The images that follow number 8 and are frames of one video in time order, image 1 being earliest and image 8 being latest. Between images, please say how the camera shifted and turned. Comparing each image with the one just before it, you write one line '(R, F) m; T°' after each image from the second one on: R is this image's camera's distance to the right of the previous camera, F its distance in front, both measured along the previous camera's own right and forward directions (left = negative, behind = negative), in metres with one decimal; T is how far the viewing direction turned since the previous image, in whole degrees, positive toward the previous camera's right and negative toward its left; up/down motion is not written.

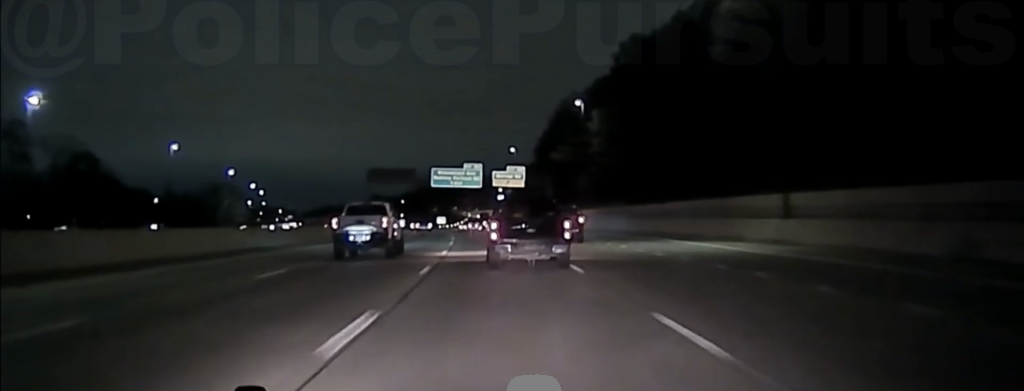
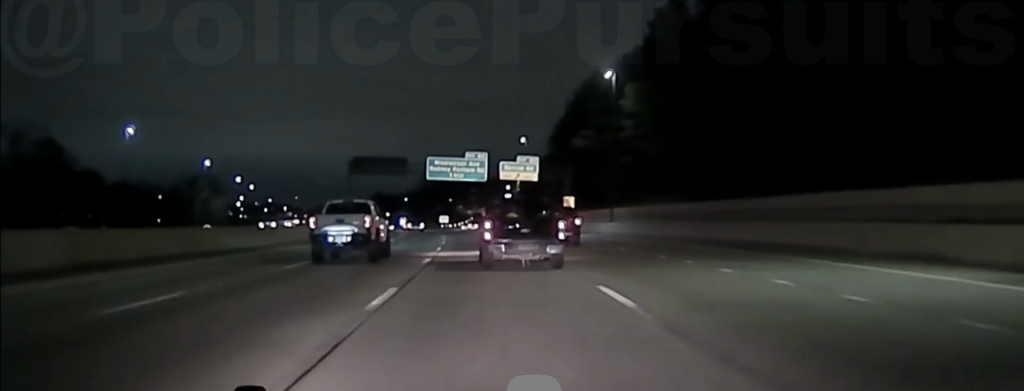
(-0.1, +19.6) m; -1°
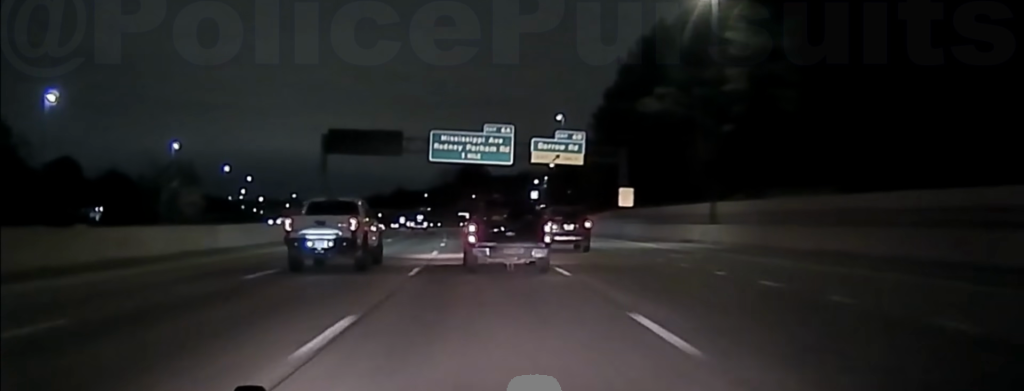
(-0.2, +26.7) m; -1°
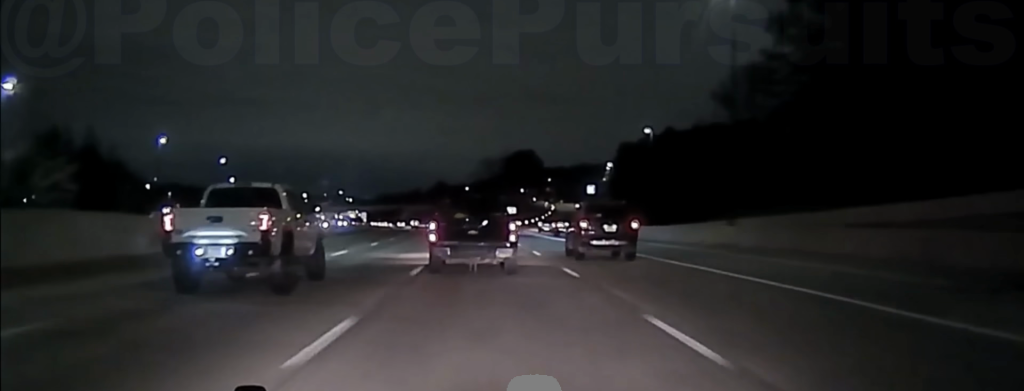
(-1.4, +55.3) m; -3°
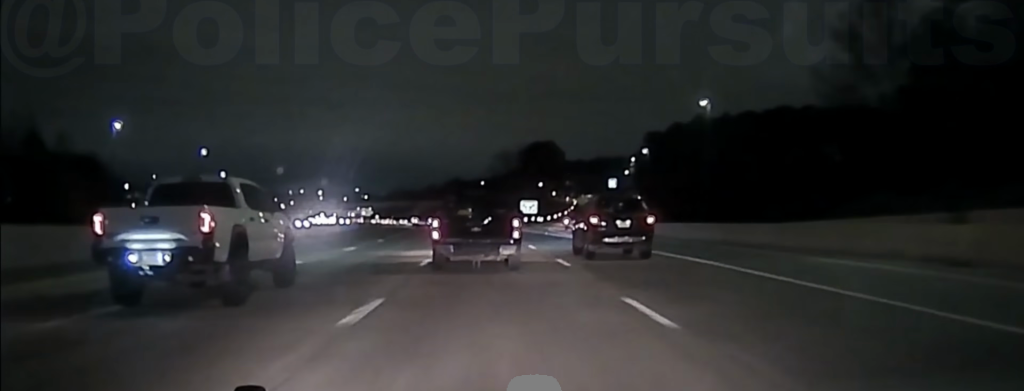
(-0.2, +20.4) m; -1°
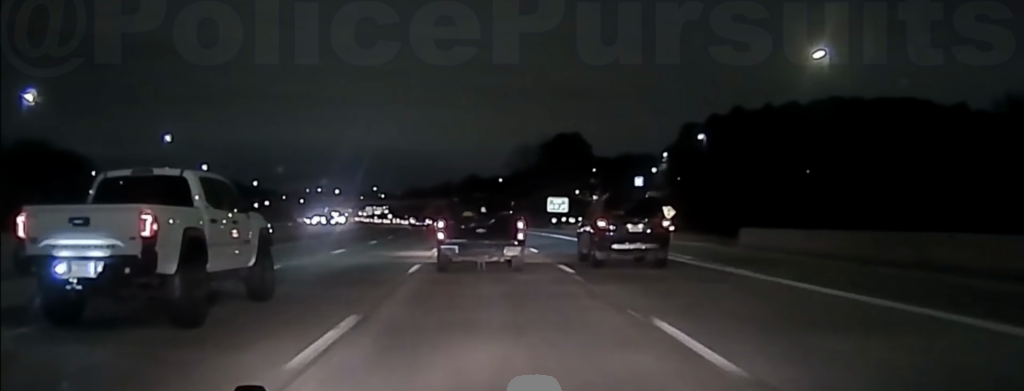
(-0.2, +28.8) m; -1°
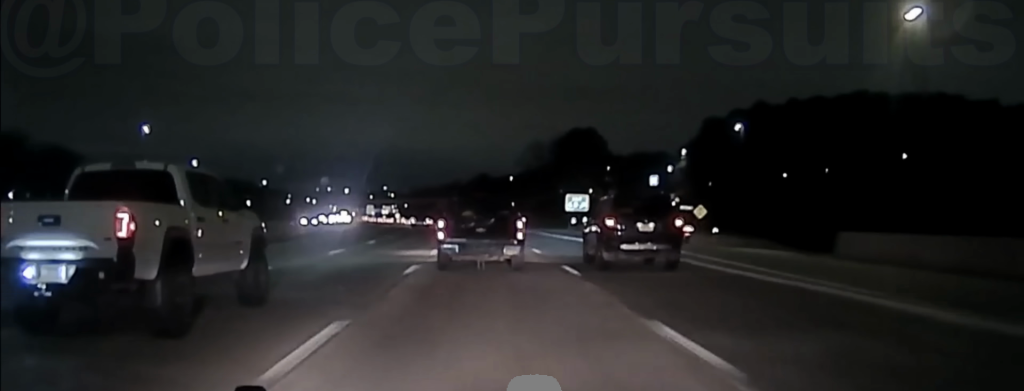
(0.0, +14.4) m; -1°
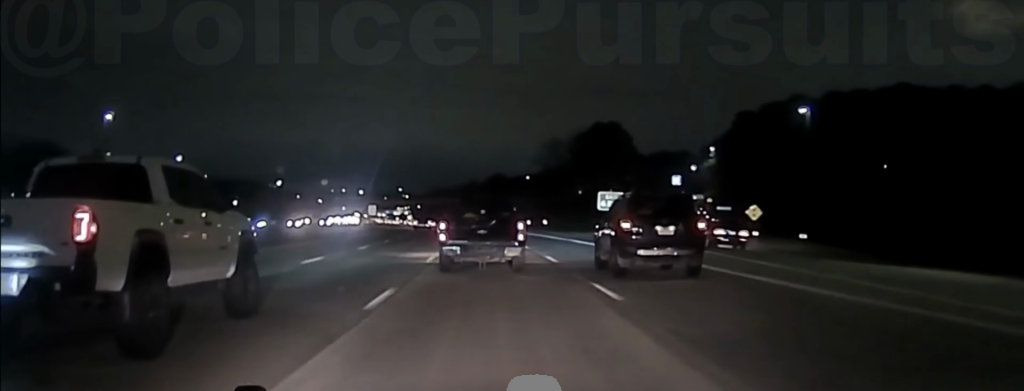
(-0.2, +21.5) m; -1°
